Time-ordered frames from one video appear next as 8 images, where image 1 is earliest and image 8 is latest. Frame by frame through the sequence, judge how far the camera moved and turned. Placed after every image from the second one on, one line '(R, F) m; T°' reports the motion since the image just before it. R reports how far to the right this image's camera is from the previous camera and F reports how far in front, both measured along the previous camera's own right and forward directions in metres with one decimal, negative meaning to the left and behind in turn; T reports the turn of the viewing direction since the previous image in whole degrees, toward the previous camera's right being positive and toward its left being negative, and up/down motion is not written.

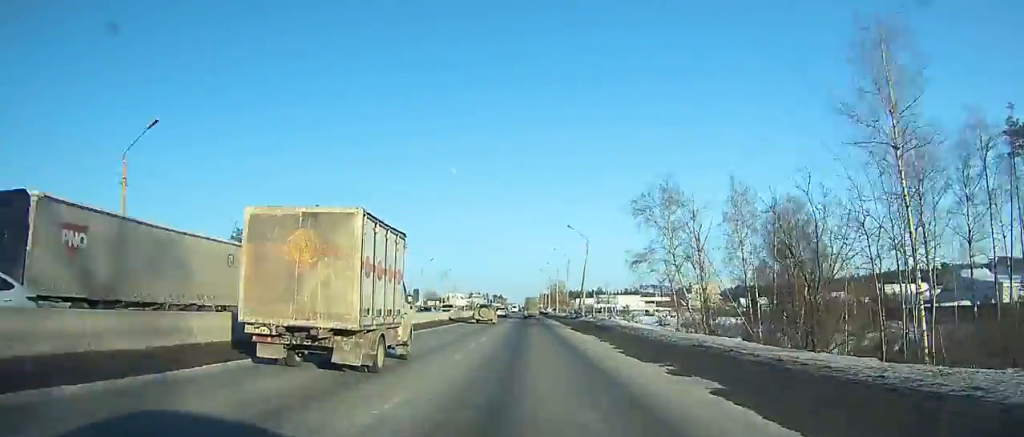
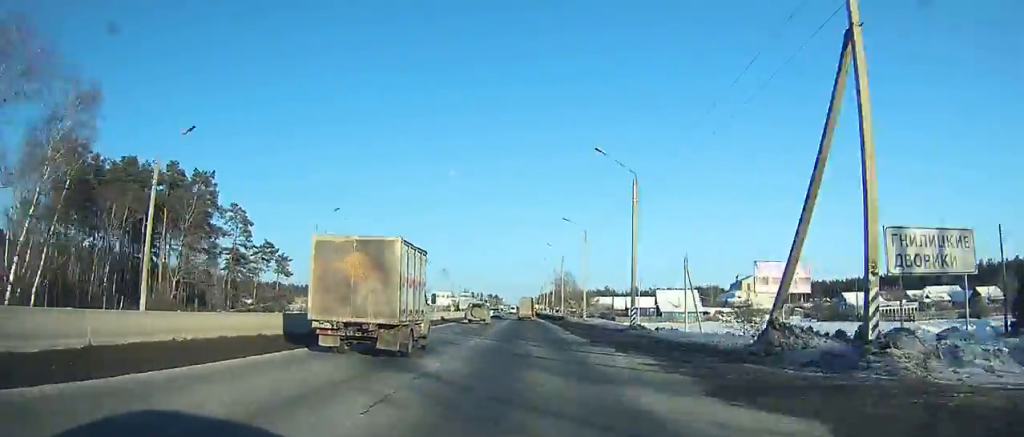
(+0.2, +60.2) m; 0°
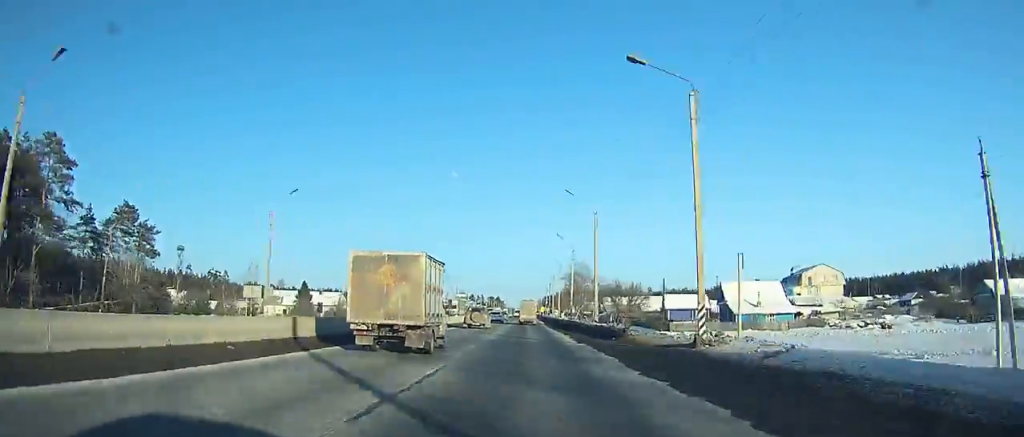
(-0.1, +38.7) m; 0°
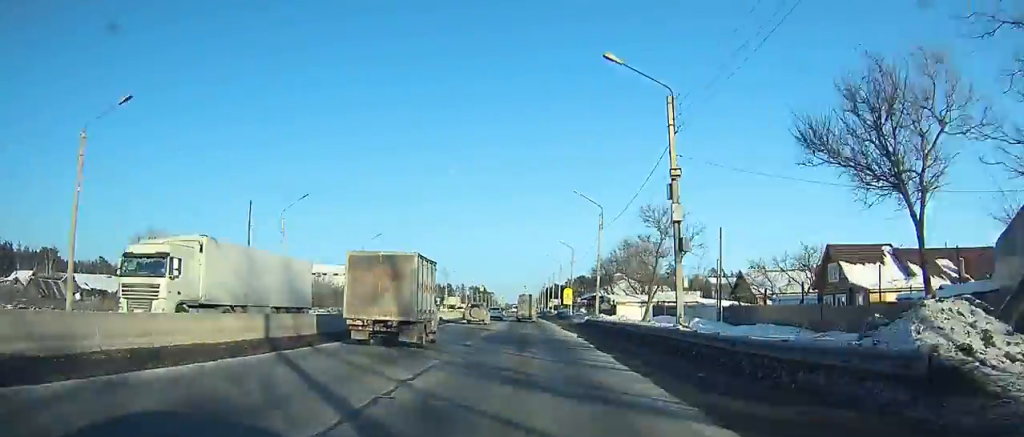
(-0.4, +159.6) m; 0°
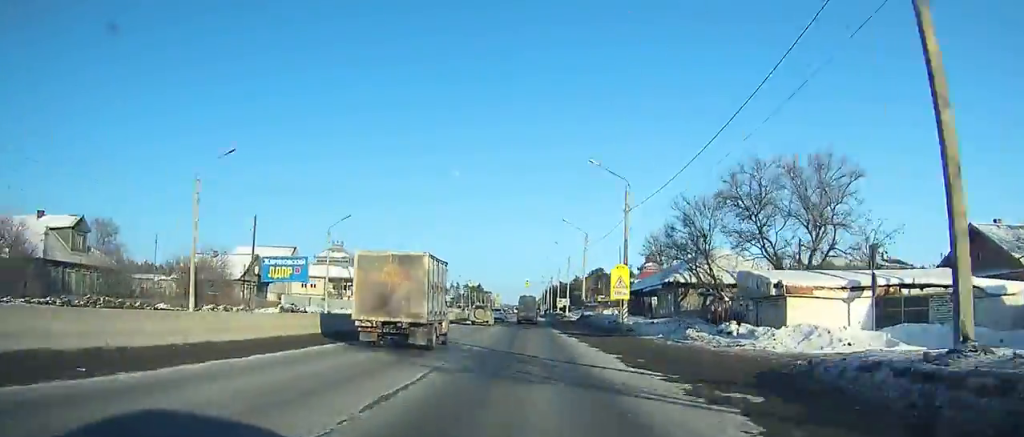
(+0.3, +42.5) m; 0°
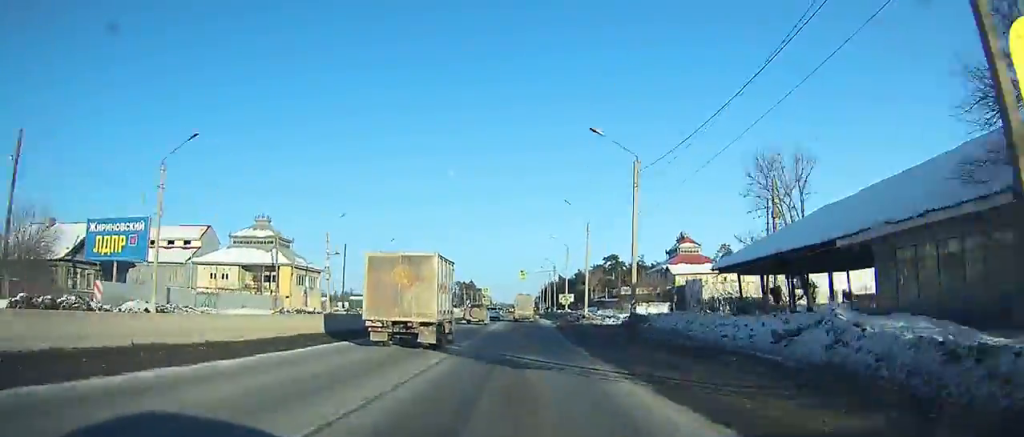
(+0.1, +30.9) m; 0°
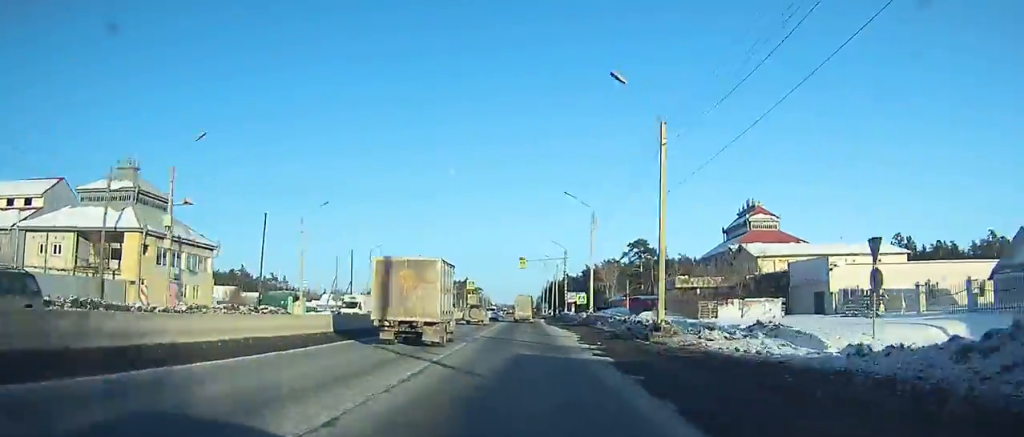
(-0.2, +30.9) m; 0°
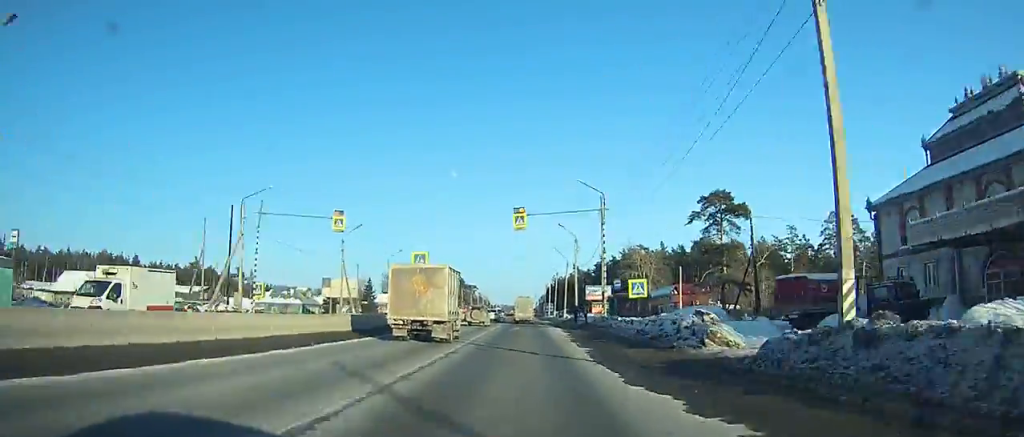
(-0.2, +42.5) m; 0°
